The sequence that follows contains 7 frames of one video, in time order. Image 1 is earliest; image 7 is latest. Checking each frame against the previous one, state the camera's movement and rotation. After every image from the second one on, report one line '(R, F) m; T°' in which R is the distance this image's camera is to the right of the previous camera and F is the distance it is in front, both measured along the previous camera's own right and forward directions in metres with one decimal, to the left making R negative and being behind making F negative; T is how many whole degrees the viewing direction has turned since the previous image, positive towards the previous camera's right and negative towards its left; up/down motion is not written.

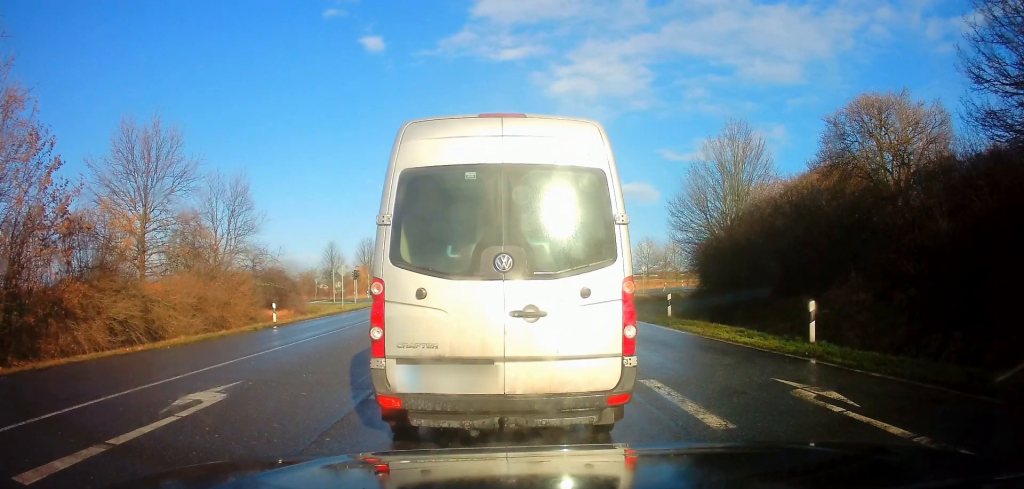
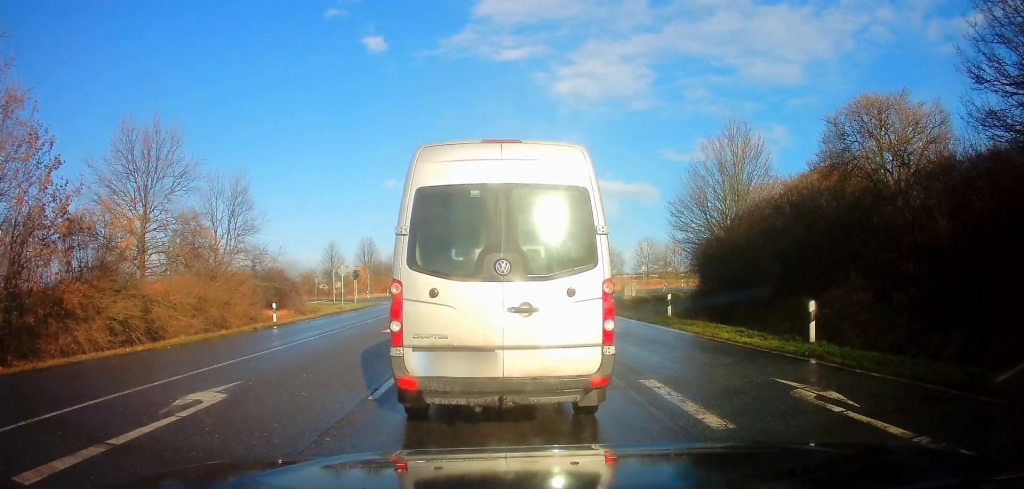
(0.0, 0.0) m; 0°
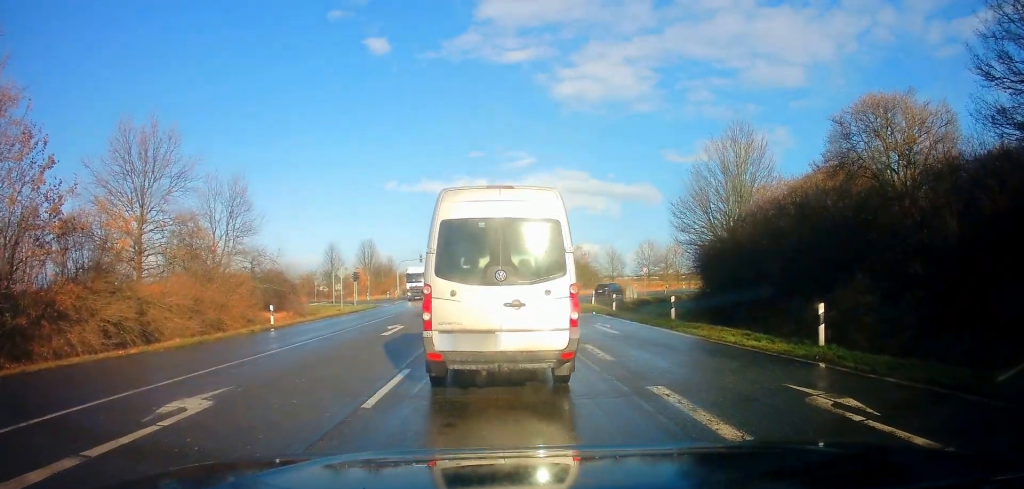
(-0.1, +0.5) m; 0°
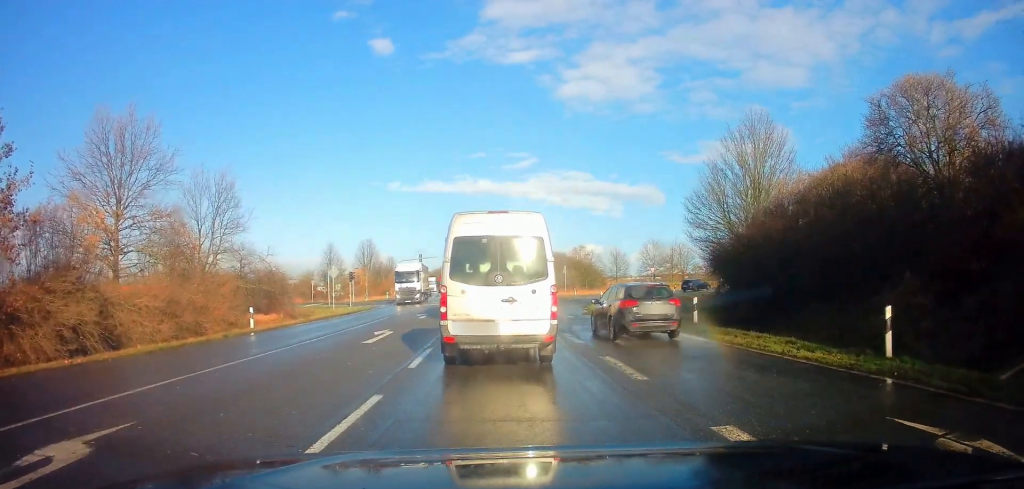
(+0.2, +2.4) m; +3°
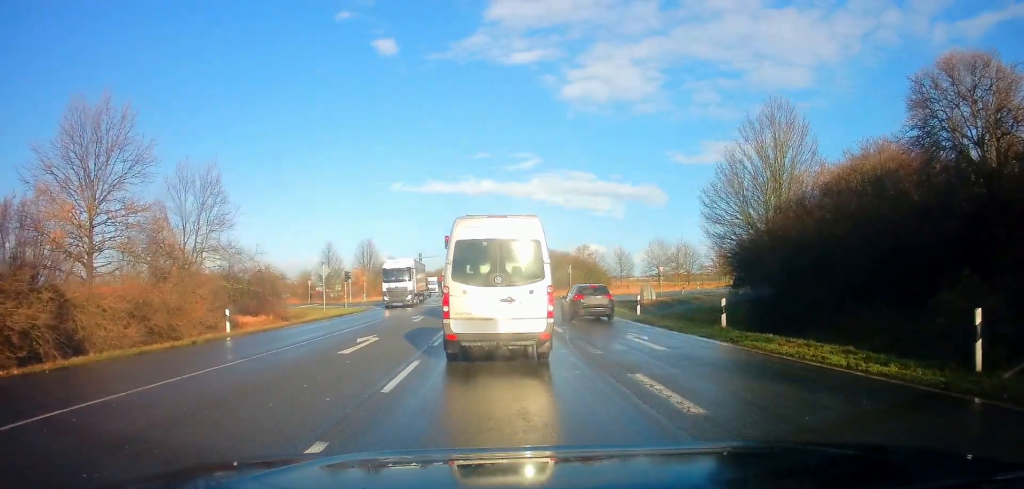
(-0.1, +2.5) m; -2°
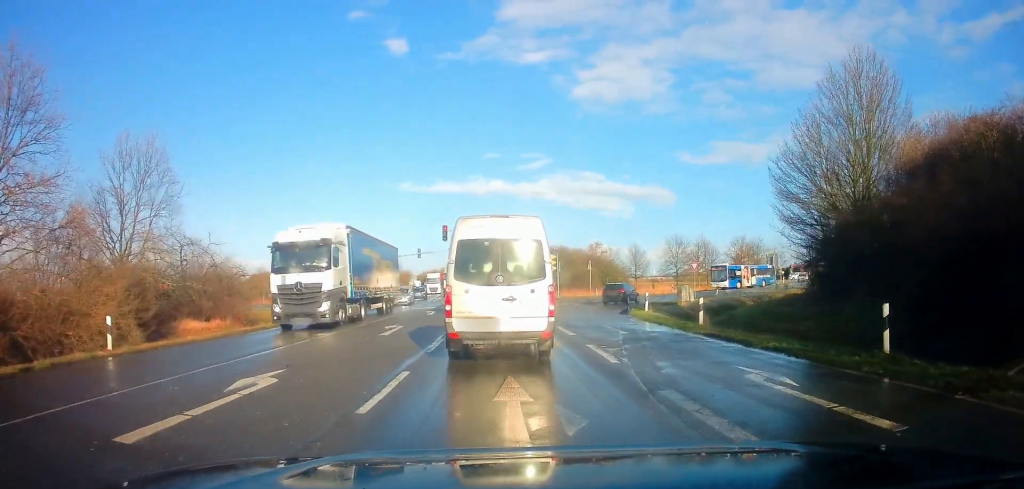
(-0.3, +7.7) m; -3°
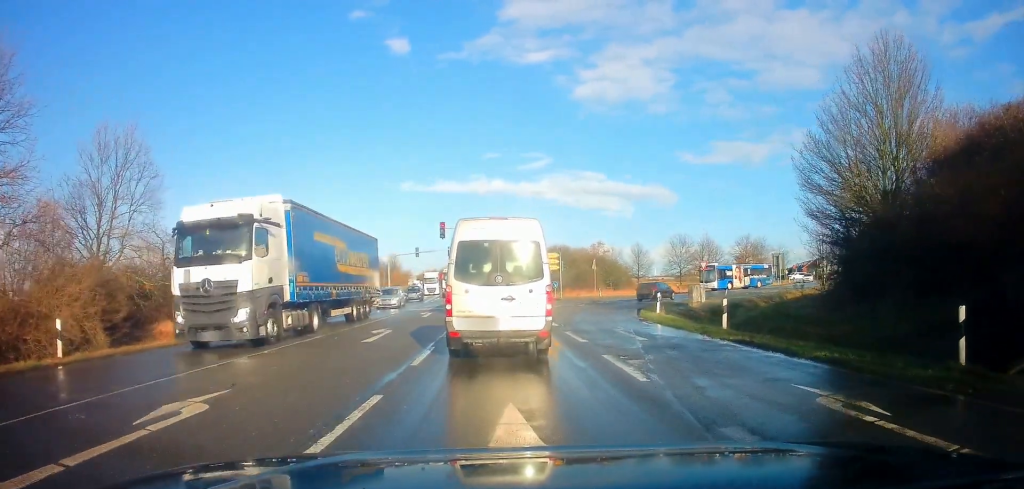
(0.0, +2.2) m; +1°
